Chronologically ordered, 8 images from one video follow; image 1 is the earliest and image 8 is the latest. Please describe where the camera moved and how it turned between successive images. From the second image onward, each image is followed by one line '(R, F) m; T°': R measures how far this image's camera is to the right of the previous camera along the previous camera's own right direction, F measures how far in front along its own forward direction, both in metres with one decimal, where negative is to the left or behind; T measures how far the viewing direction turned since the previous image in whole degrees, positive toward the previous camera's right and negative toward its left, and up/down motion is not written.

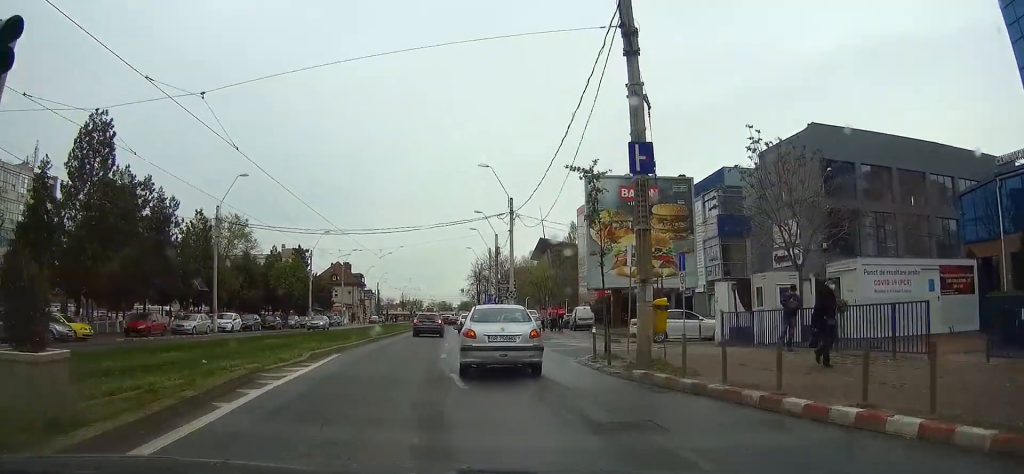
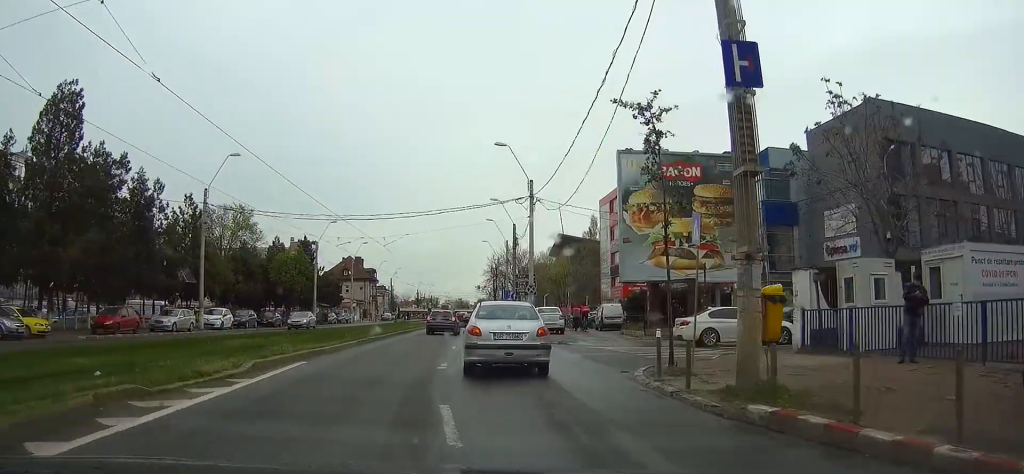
(-0.1, +5.5) m; -2°
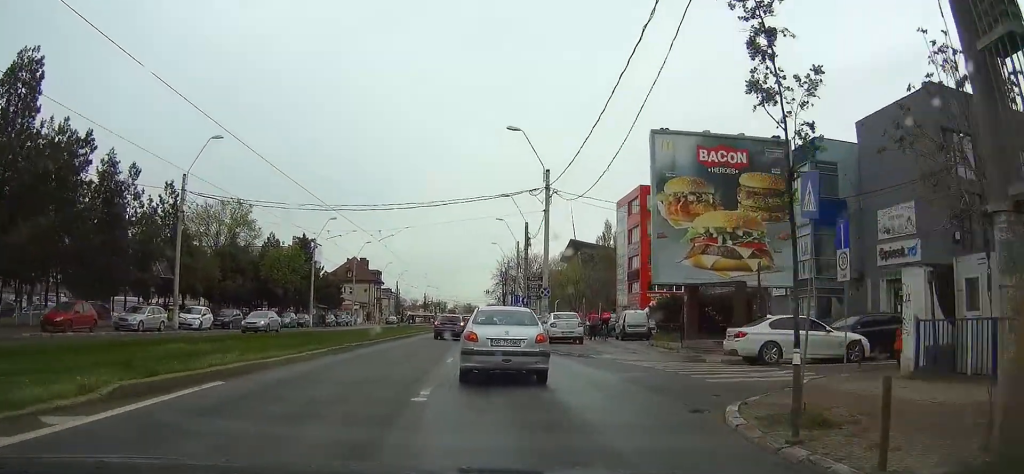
(-0.1, +5.3) m; -1°
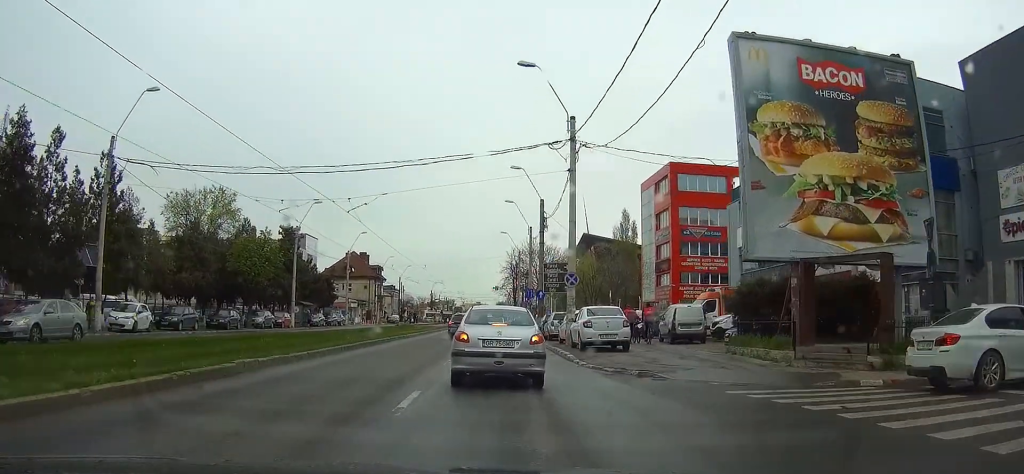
(-0.1, +10.0) m; 0°
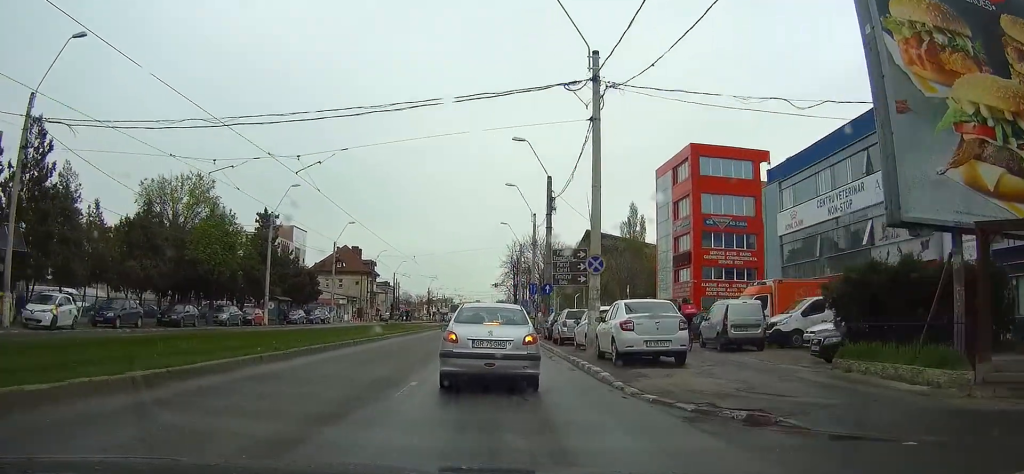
(0.0, +7.7) m; +1°
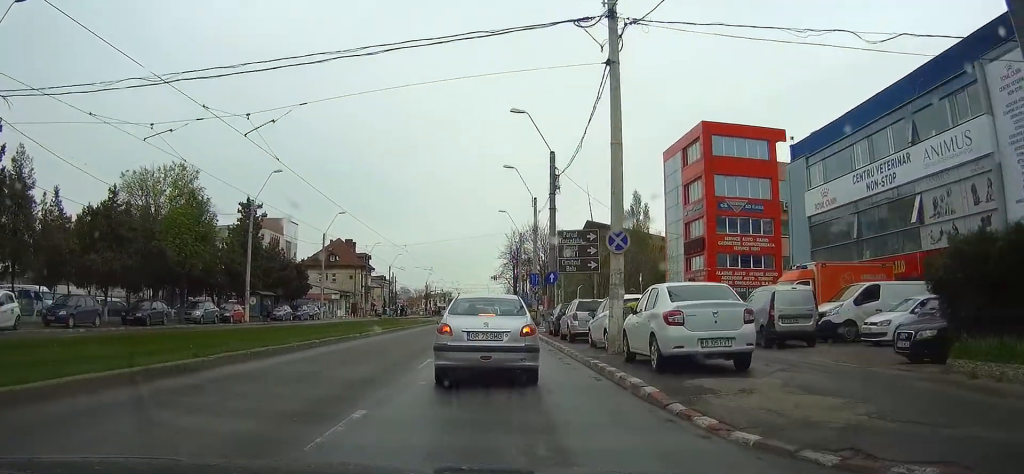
(+0.1, +4.5) m; 0°
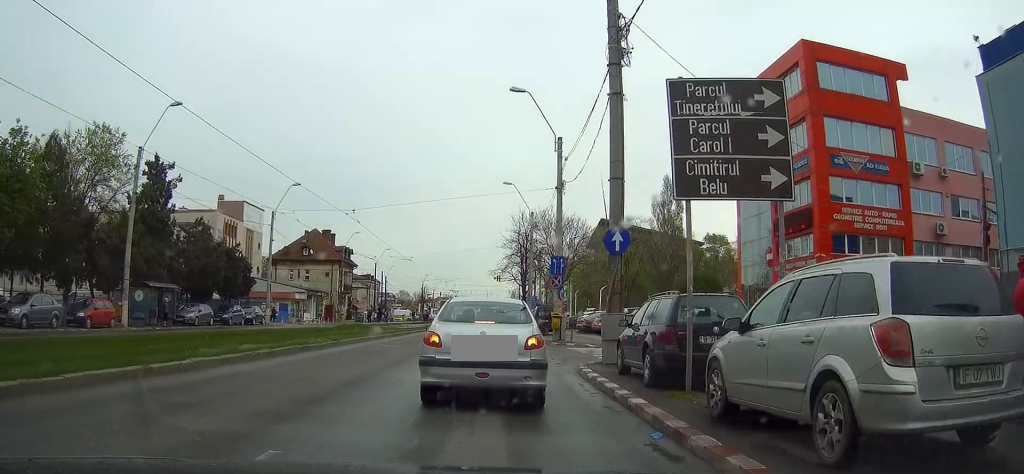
(+0.2, +20.3) m; -1°
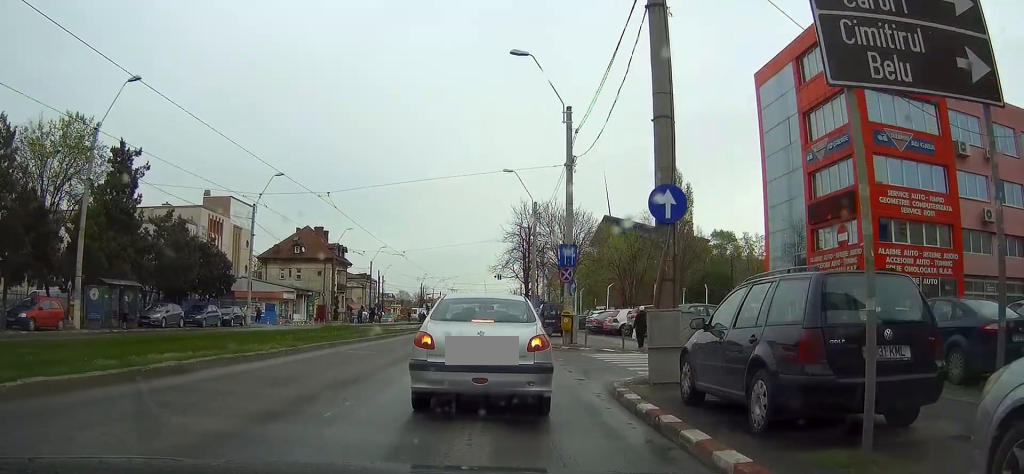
(-0.2, +5.1) m; -3°
